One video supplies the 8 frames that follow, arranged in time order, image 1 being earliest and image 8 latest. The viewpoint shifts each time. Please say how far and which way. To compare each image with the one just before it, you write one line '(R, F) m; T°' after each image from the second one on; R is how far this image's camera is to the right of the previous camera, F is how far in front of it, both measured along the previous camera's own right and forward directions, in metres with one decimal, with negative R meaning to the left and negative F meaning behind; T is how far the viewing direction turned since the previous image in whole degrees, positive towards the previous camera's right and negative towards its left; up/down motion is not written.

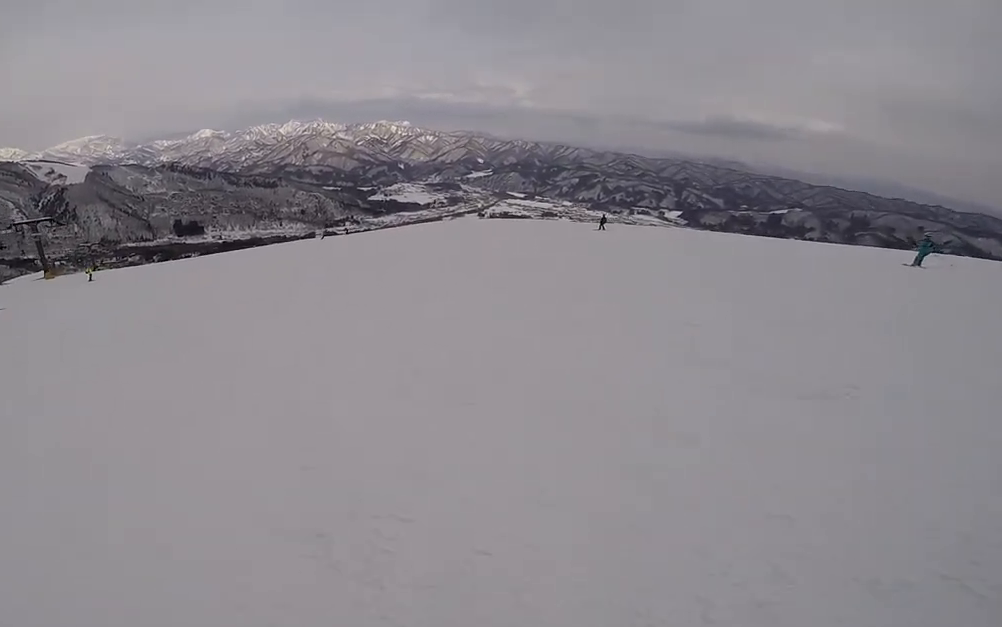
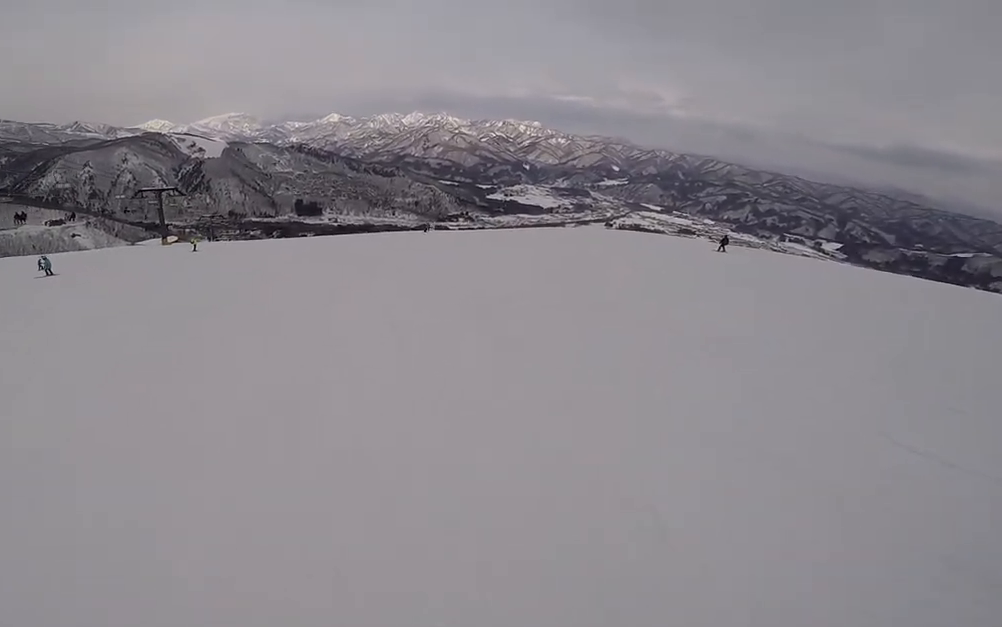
(-0.8, +2.4) m; -25°
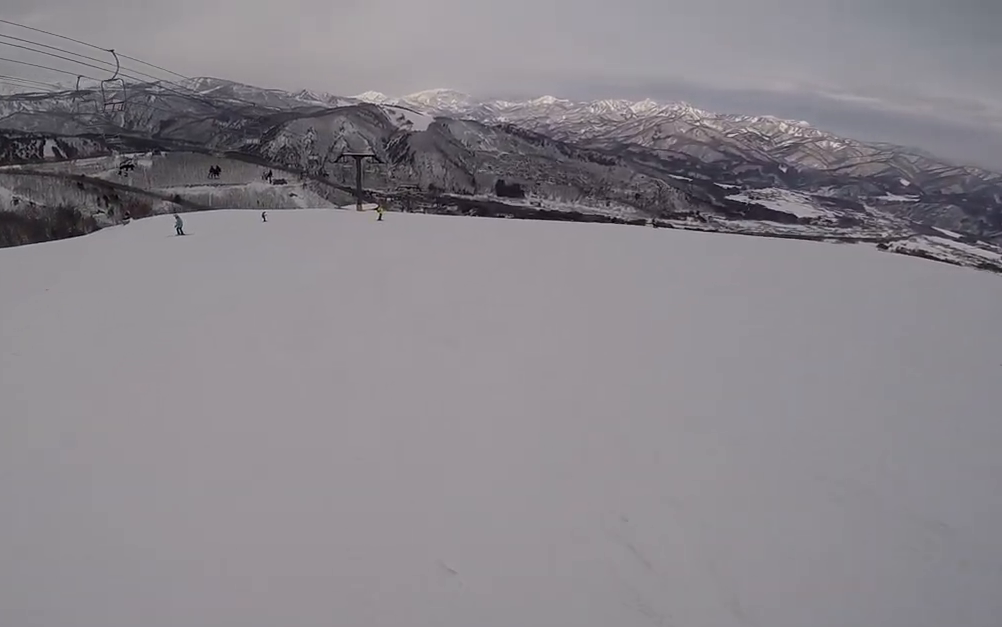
(-1.2, +4.0) m; -20°
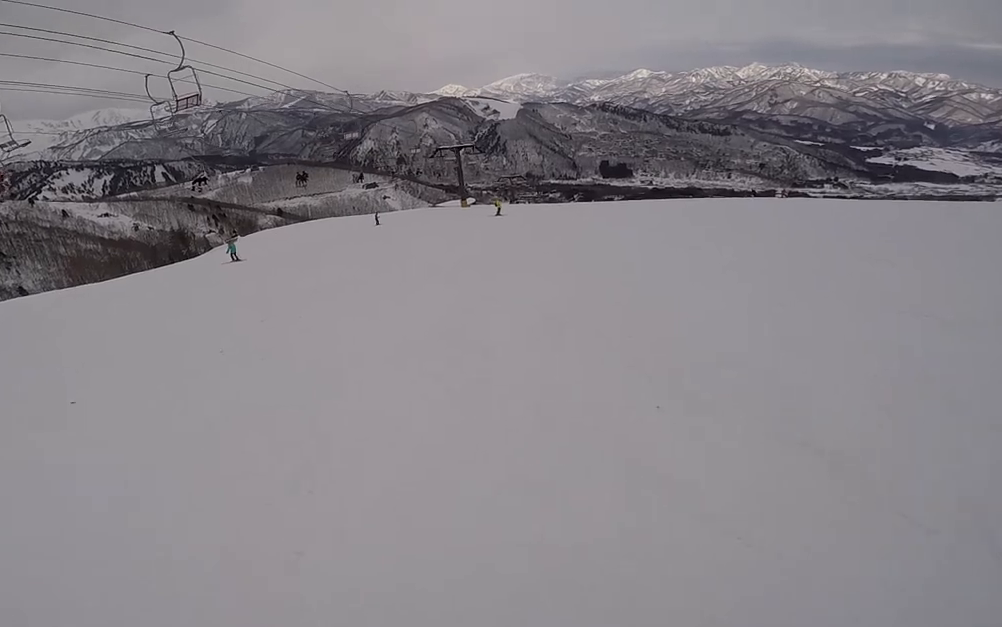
(-0.2, +4.4) m; -20°
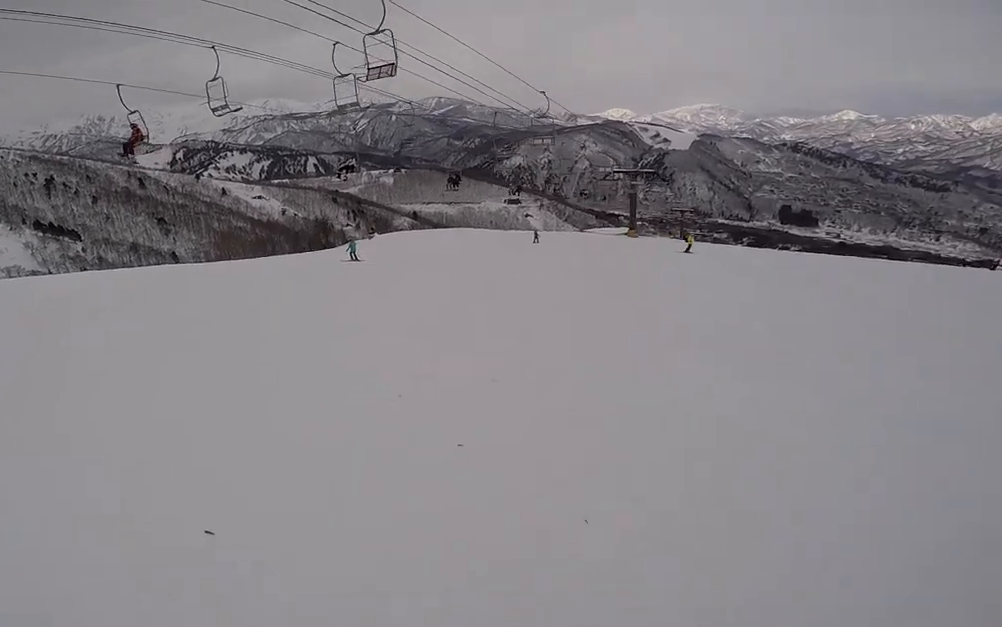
(-0.7, +2.5) m; -15°
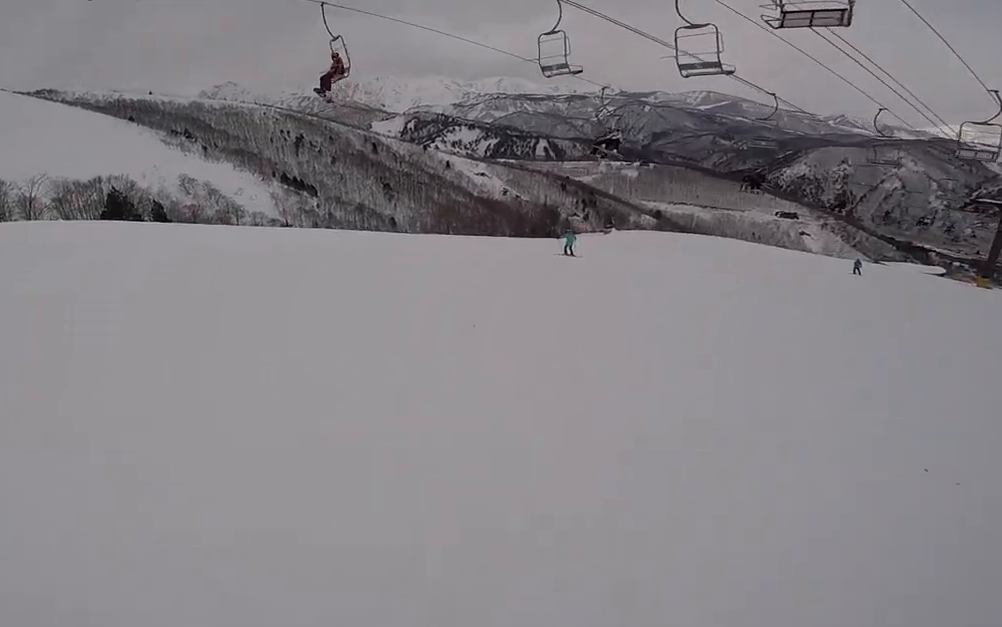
(-0.4, +3.7) m; -6°
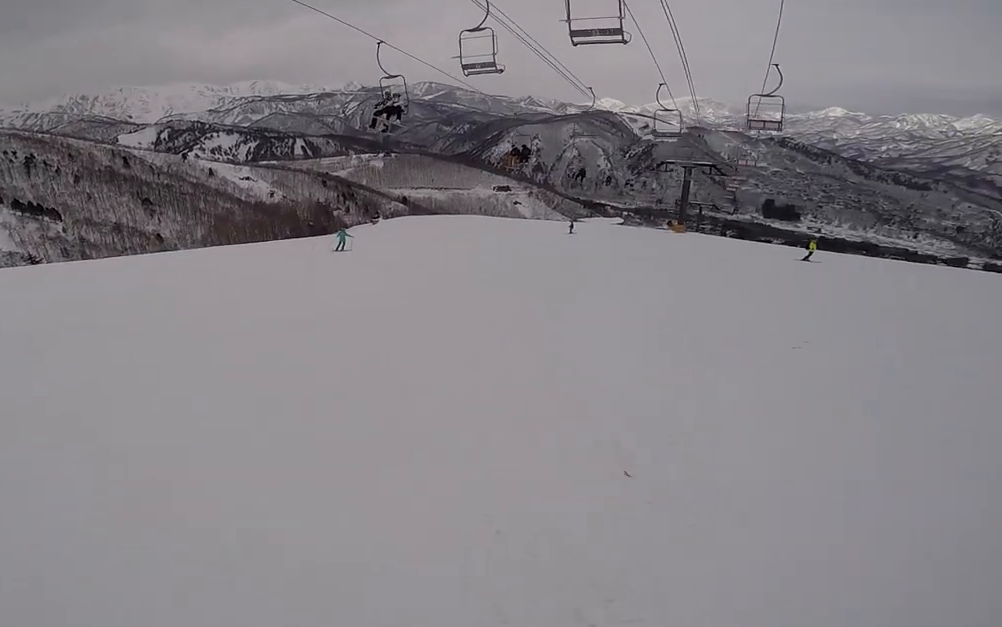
(+0.7, +5.1) m; +36°
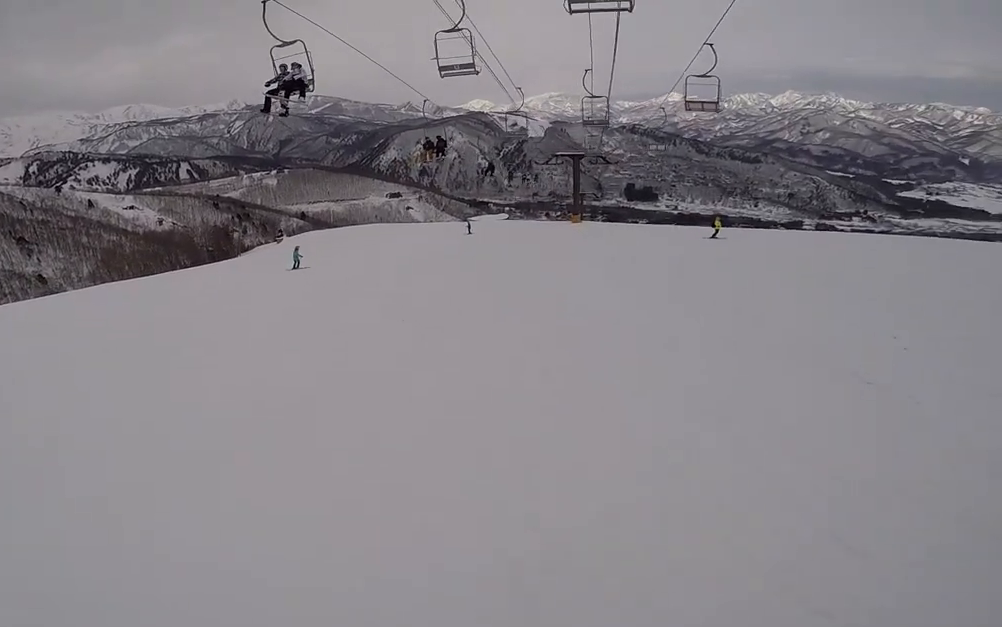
(+1.5, +3.5) m; +25°
